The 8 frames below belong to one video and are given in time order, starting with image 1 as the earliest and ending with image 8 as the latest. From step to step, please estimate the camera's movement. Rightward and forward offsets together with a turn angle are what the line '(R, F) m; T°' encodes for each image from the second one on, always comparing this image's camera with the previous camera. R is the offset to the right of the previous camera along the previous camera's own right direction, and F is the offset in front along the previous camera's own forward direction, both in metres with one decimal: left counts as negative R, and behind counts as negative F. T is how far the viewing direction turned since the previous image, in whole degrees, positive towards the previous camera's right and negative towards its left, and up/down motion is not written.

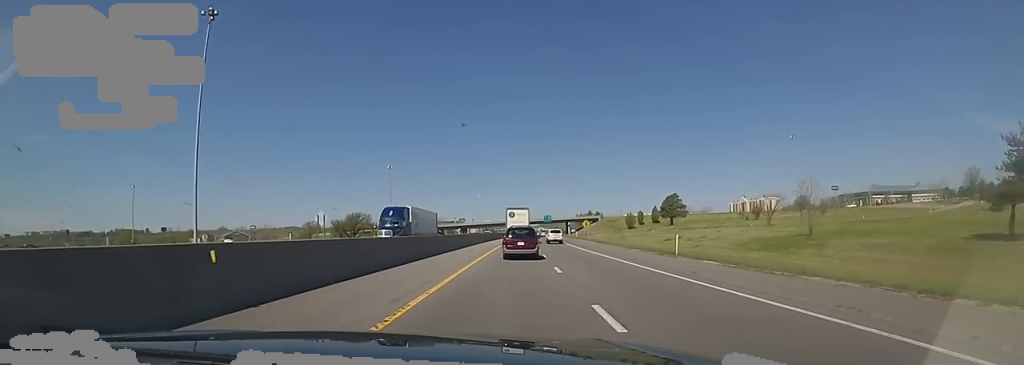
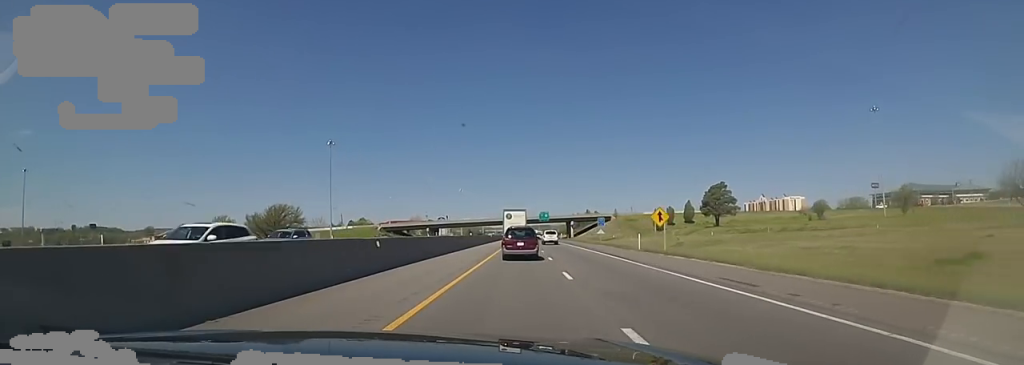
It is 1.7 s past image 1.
(+1.7, +50.8) m; +3°
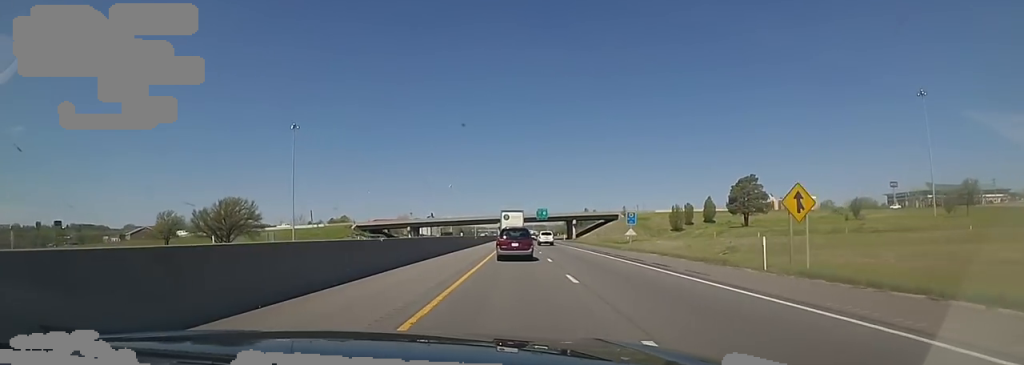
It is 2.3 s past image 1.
(0.0, +20.4) m; 0°
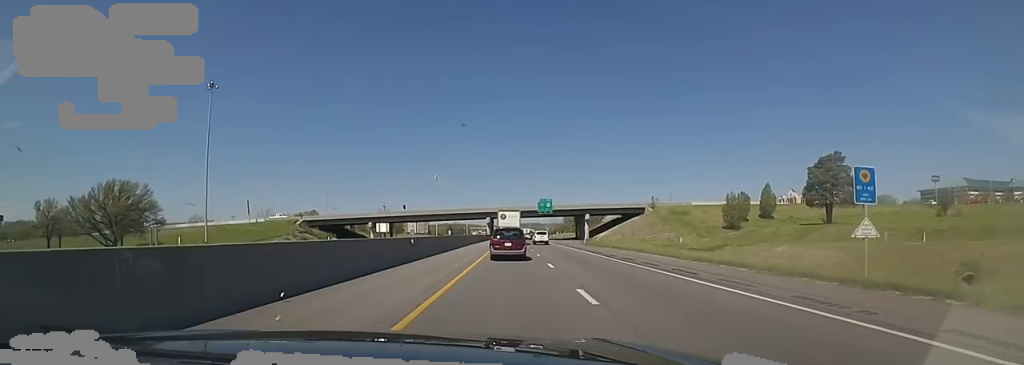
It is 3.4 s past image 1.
(0.0, +33.7) m; 0°
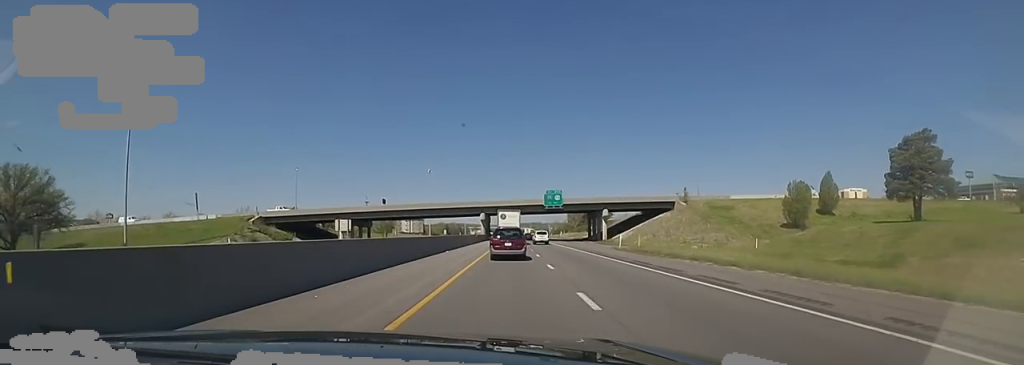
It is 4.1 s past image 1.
(0.0, +20.3) m; 0°
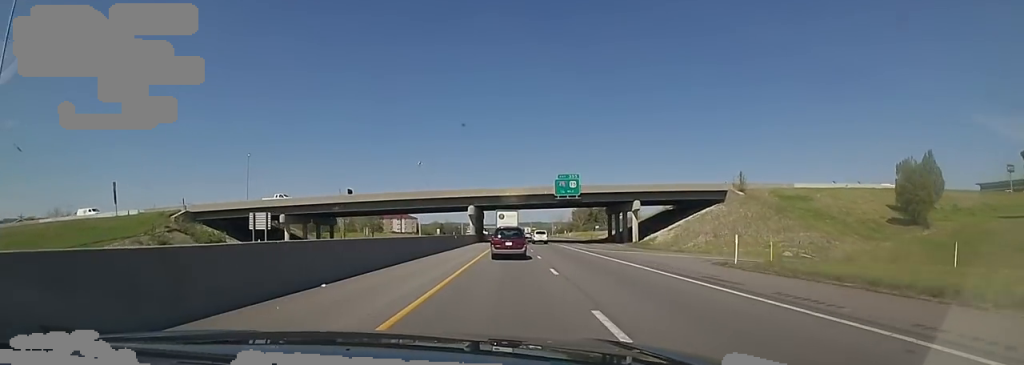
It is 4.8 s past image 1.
(0.0, +22.2) m; 0°
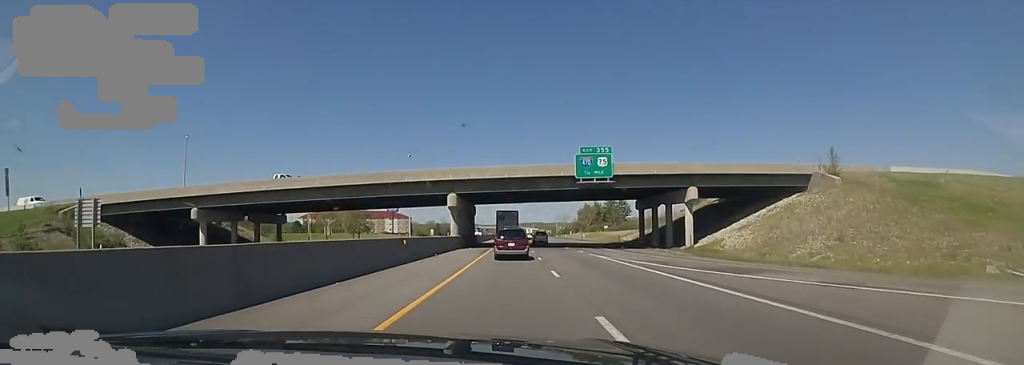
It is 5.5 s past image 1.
(0.0, +20.1) m; 0°
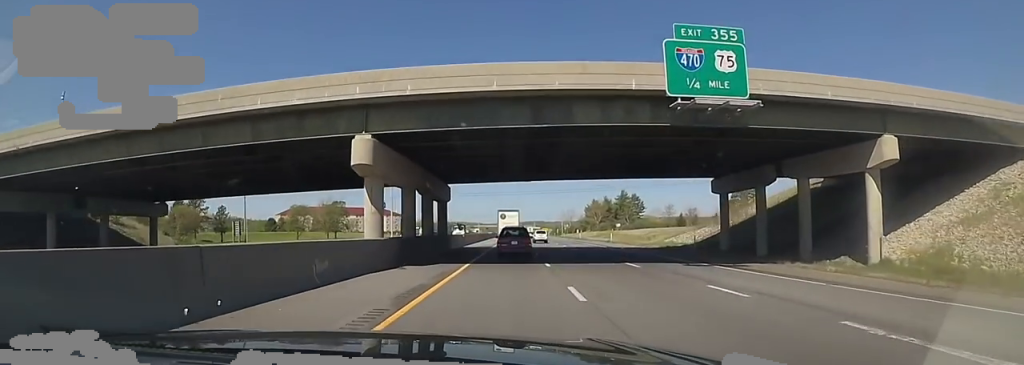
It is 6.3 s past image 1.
(0.0, +25.0) m; 0°
